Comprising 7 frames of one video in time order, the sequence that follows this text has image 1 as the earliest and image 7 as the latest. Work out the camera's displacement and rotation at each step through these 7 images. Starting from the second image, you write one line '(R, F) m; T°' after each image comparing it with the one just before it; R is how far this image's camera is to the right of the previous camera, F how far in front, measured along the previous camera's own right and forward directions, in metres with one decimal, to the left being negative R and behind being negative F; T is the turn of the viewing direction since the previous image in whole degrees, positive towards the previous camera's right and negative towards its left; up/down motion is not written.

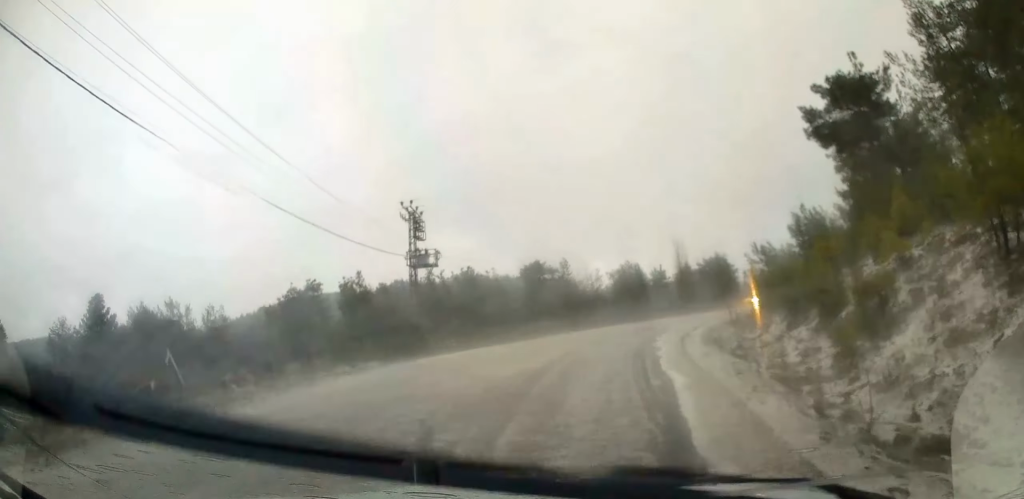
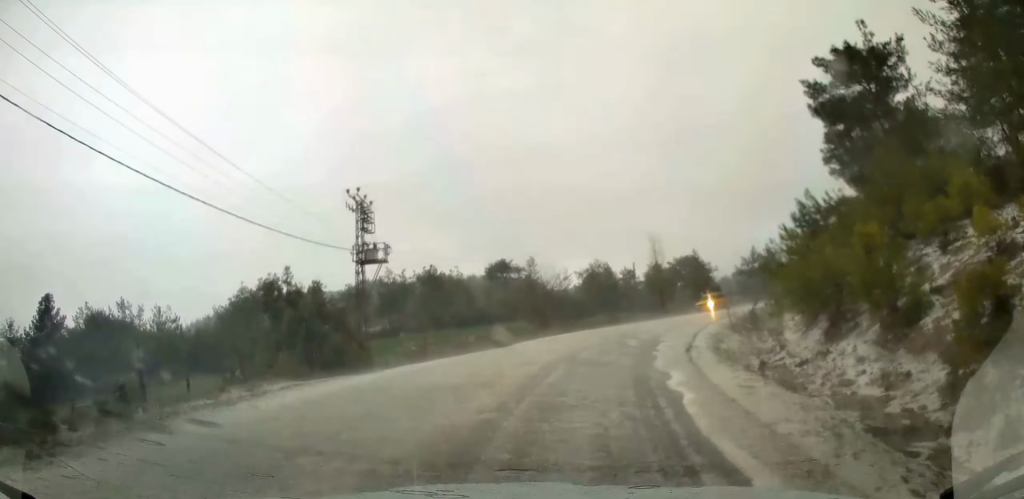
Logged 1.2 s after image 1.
(+0.1, +5.0) m; +5°
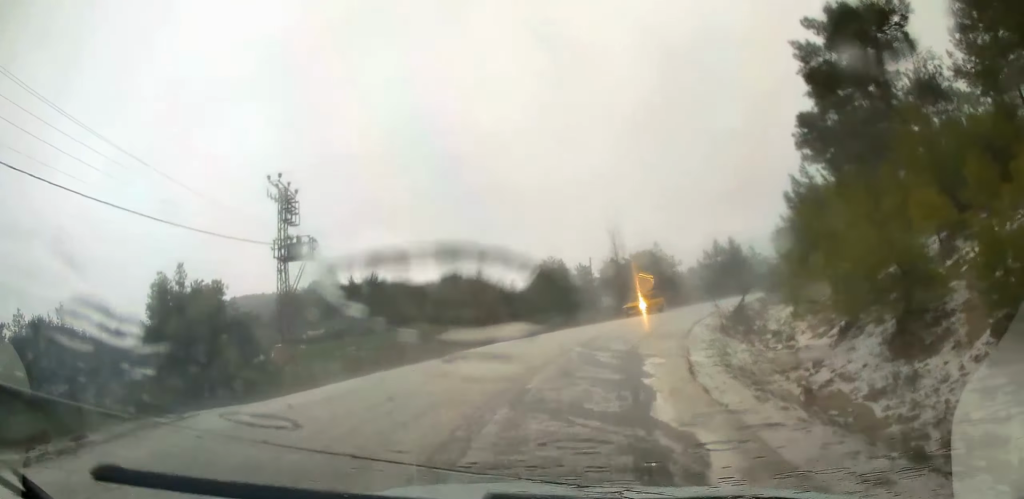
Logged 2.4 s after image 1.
(+0.4, +5.0) m; +6°
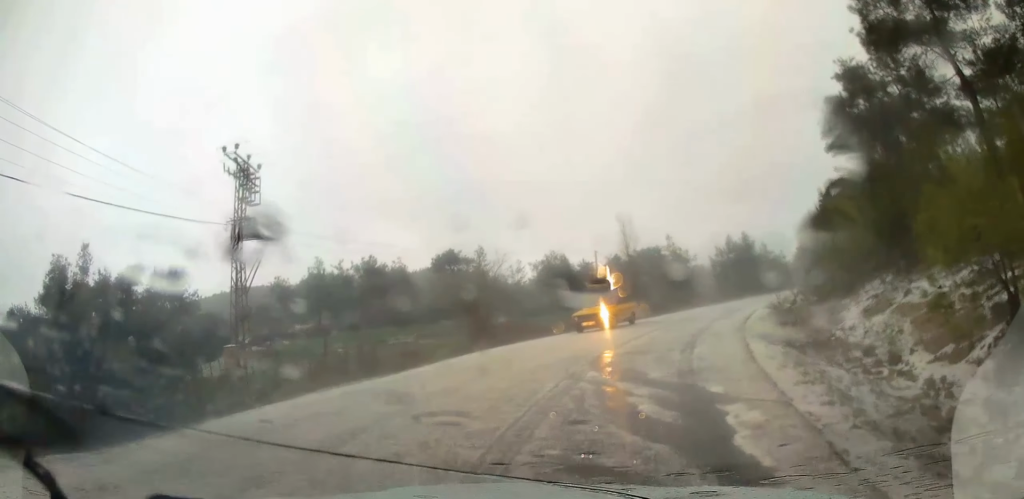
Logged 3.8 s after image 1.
(0.0, +5.3) m; 0°
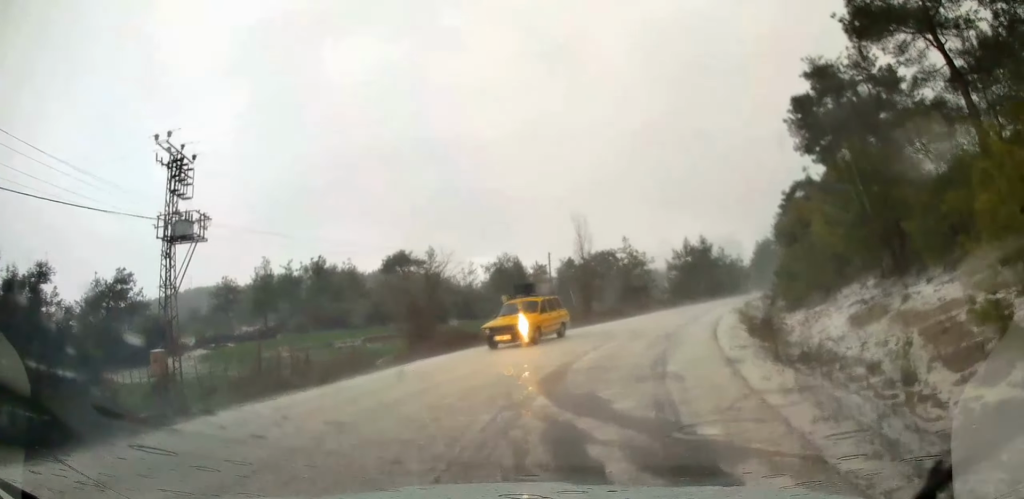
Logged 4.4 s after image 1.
(+0.1, +2.1) m; +4°
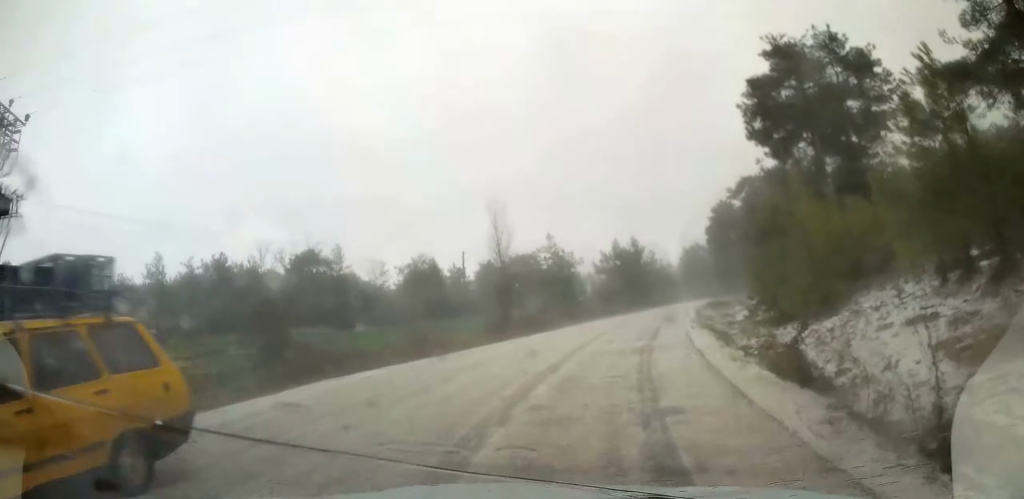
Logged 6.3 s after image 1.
(+0.7, +7.0) m; +8°
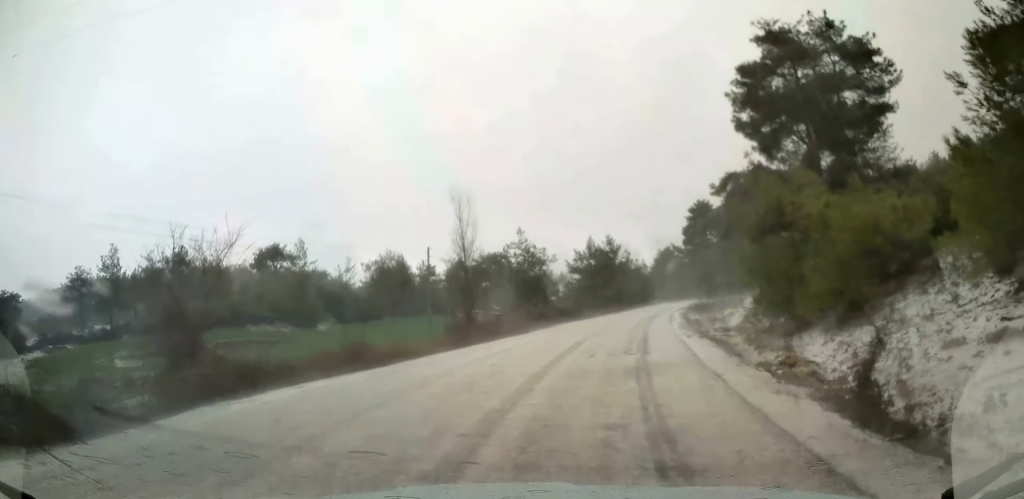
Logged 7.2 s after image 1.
(0.0, +3.2) m; +3°
